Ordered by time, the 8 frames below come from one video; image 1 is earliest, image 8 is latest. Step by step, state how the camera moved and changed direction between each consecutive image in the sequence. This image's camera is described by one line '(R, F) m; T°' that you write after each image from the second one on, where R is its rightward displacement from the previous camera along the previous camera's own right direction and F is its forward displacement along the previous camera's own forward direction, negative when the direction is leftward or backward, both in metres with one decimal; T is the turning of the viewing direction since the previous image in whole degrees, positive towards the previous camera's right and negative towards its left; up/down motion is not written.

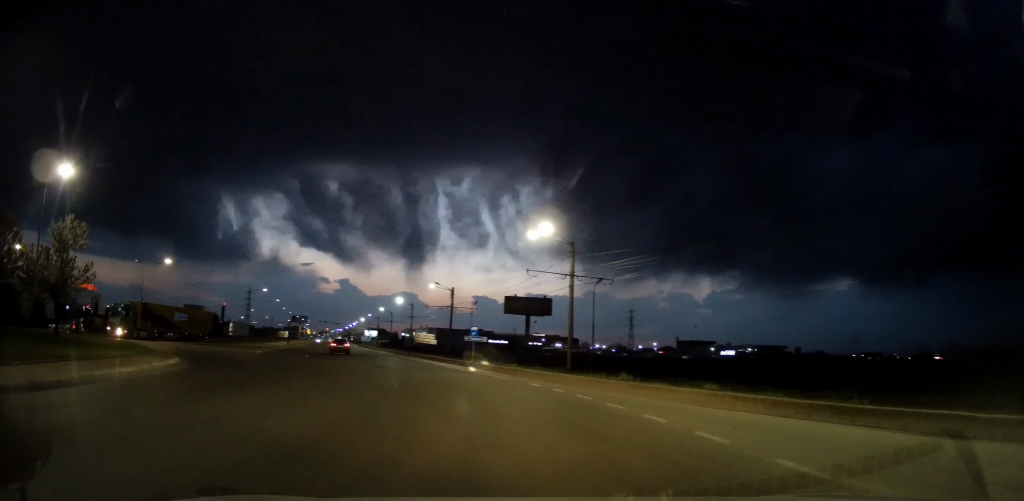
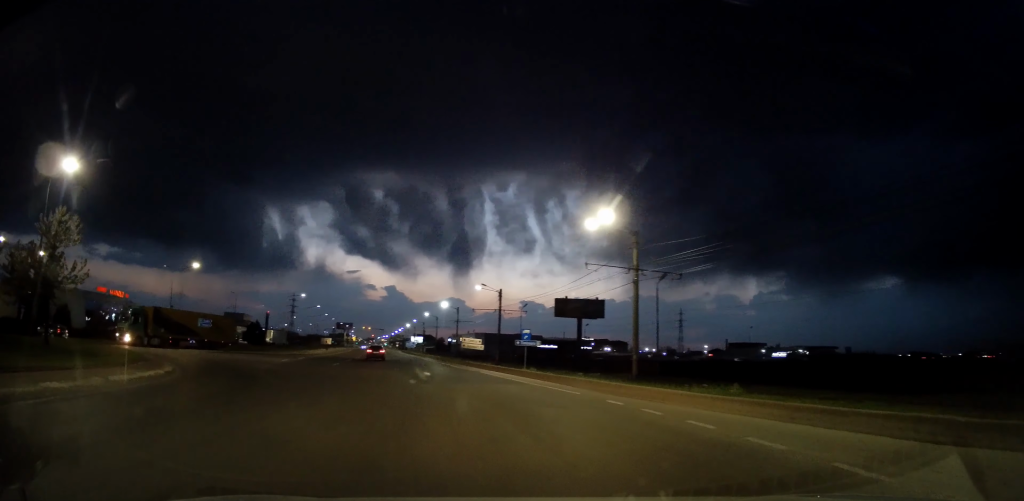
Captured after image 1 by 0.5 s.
(0.0, +4.0) m; -4°
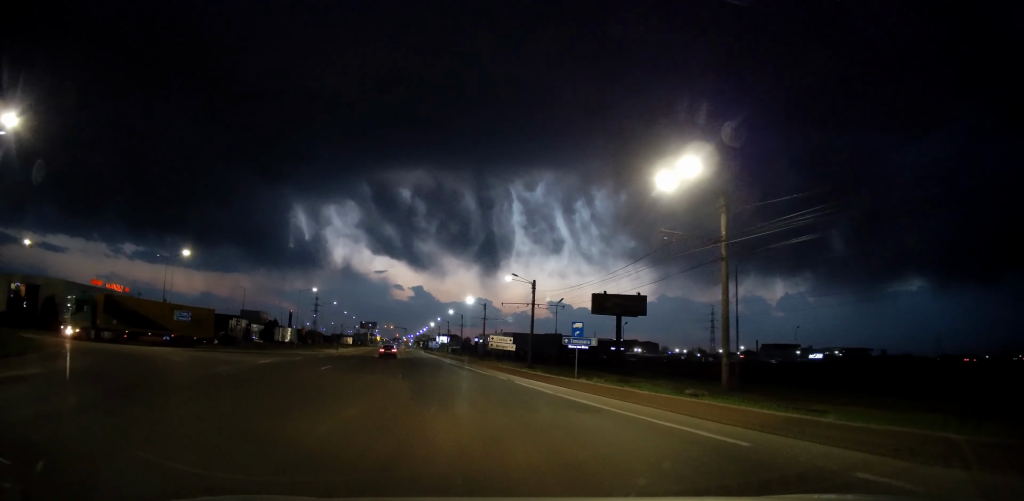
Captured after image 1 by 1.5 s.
(-0.5, +8.1) m; -9°
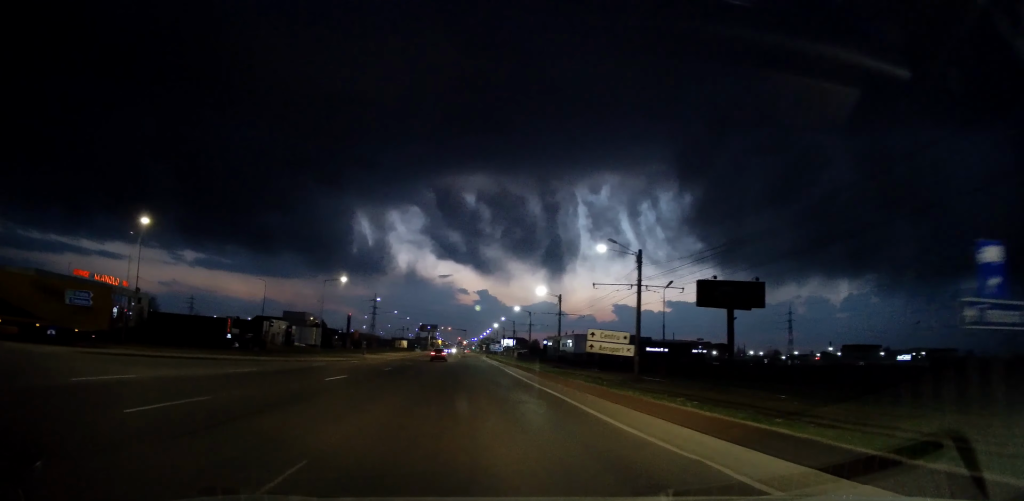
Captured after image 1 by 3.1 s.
(-0.8, +17.4) m; -5°
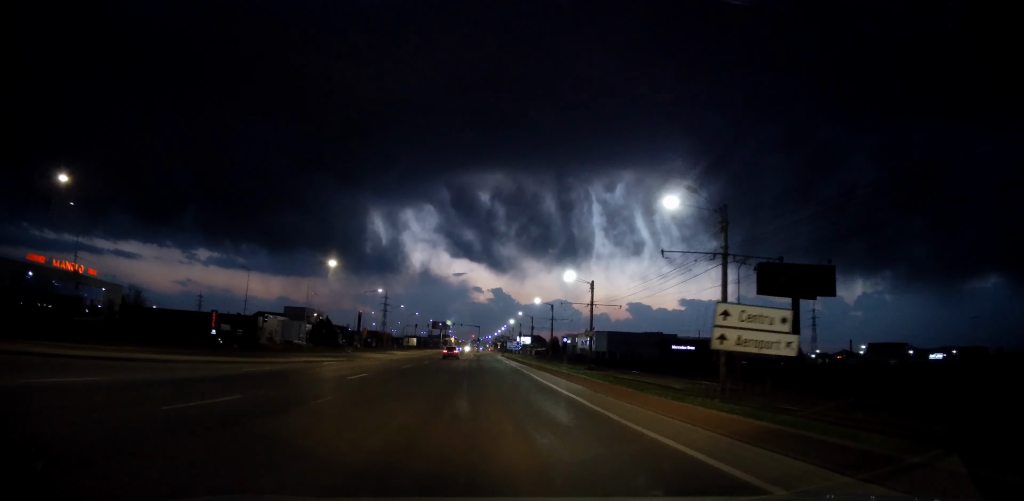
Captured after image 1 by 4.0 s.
(-0.4, +10.7) m; -2°
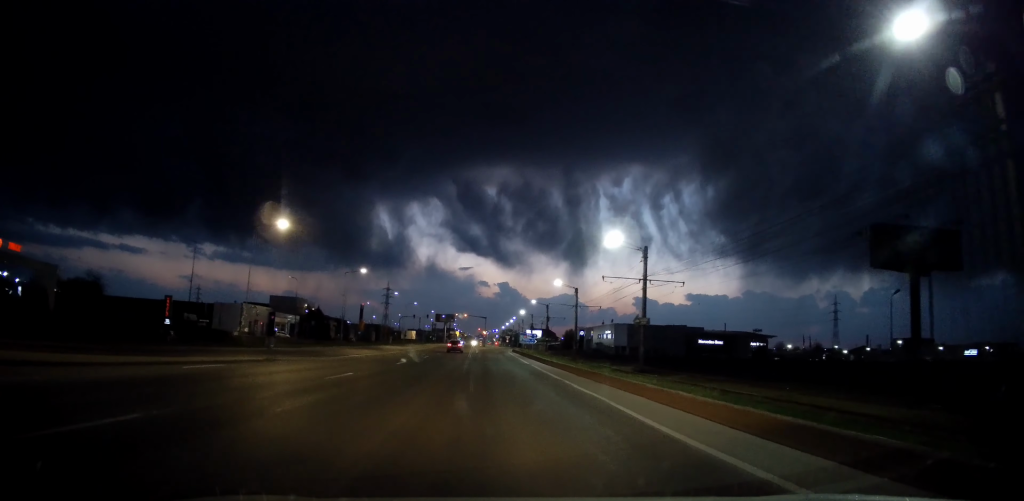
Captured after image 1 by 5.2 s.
(+0.1, +15.5) m; +1°
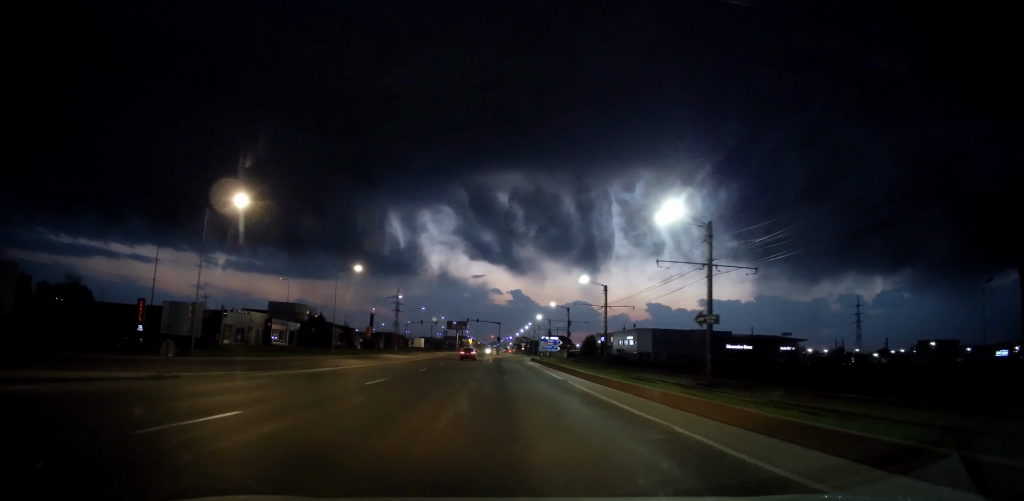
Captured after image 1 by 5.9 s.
(0.0, +9.6) m; -2°
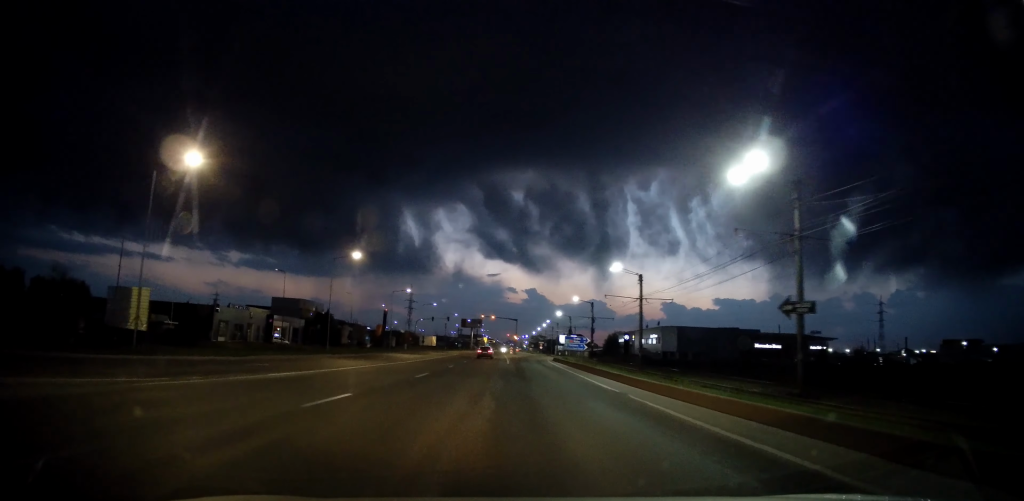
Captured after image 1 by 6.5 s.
(+0.1, +7.5) m; -2°
